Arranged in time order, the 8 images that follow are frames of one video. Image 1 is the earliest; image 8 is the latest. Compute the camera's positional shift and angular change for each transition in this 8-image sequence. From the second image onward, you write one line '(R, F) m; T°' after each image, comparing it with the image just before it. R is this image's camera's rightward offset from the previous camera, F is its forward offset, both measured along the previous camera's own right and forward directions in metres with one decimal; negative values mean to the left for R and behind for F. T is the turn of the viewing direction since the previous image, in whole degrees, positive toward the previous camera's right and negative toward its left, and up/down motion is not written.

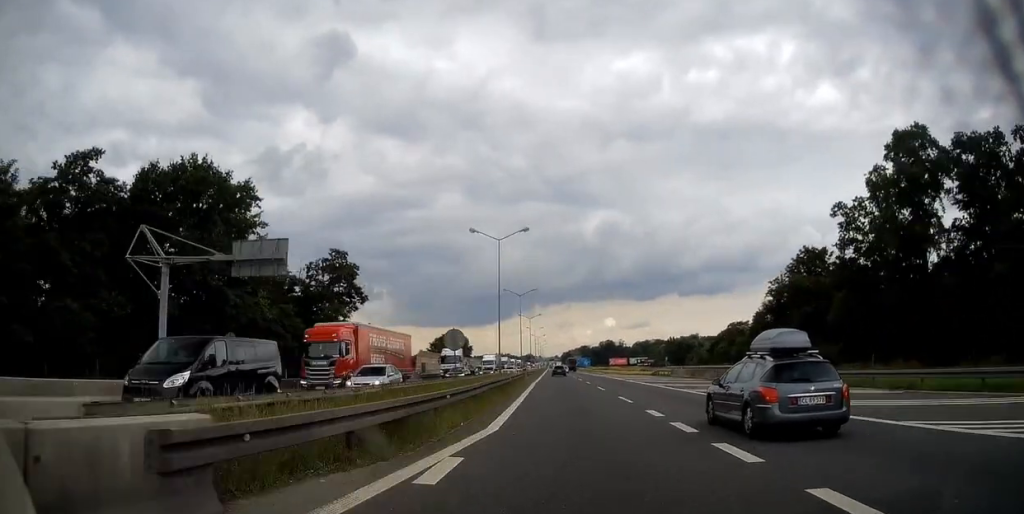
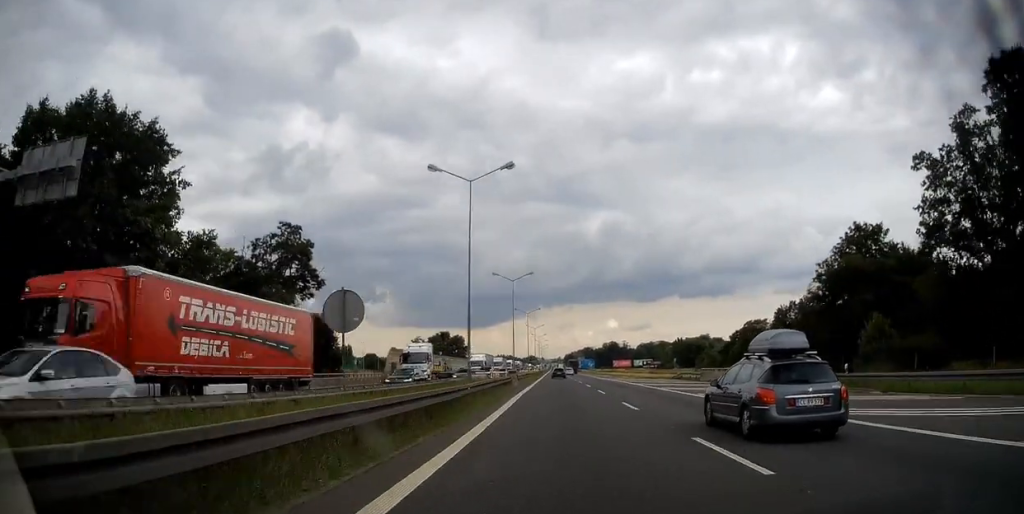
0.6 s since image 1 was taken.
(0.0, +15.3) m; 0°
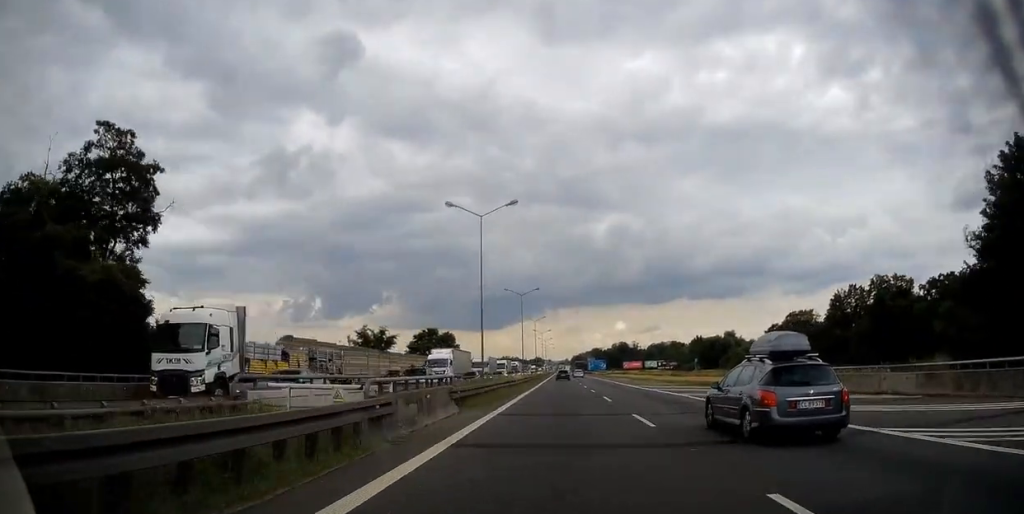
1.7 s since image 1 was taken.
(-0.1, +29.3) m; -1°
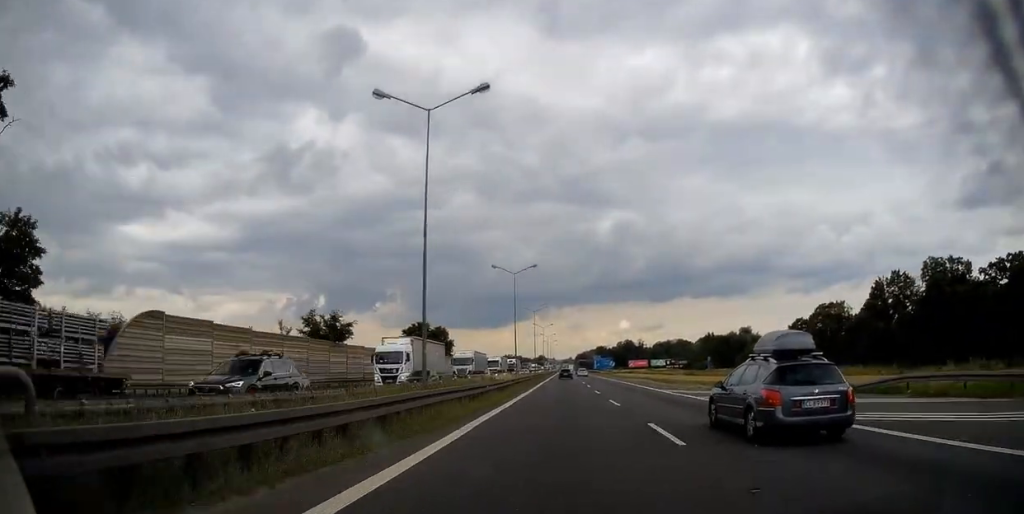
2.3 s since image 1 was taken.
(+0.1, +15.6) m; -1°
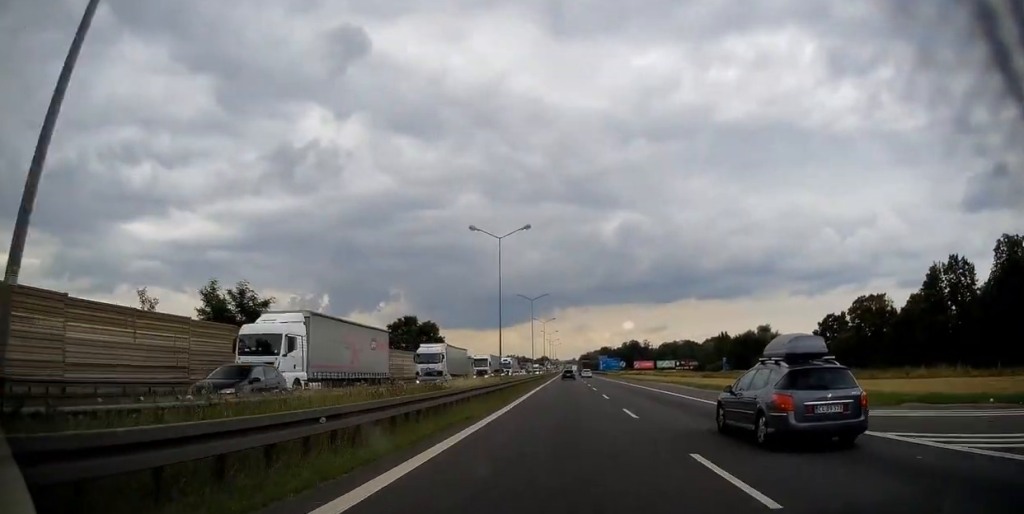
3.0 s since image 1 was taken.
(-0.3, +16.8) m; -1°
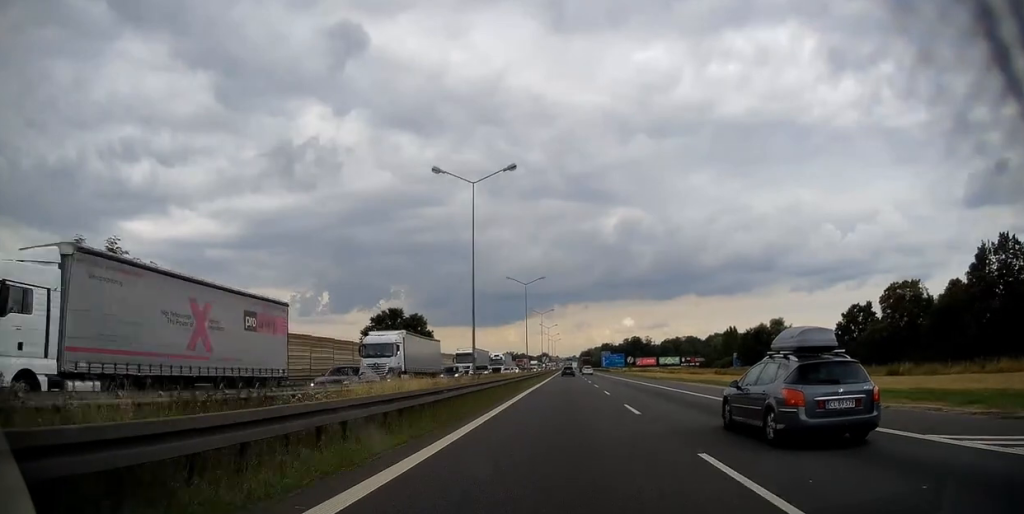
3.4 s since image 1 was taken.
(-0.1, +12.5) m; 0°
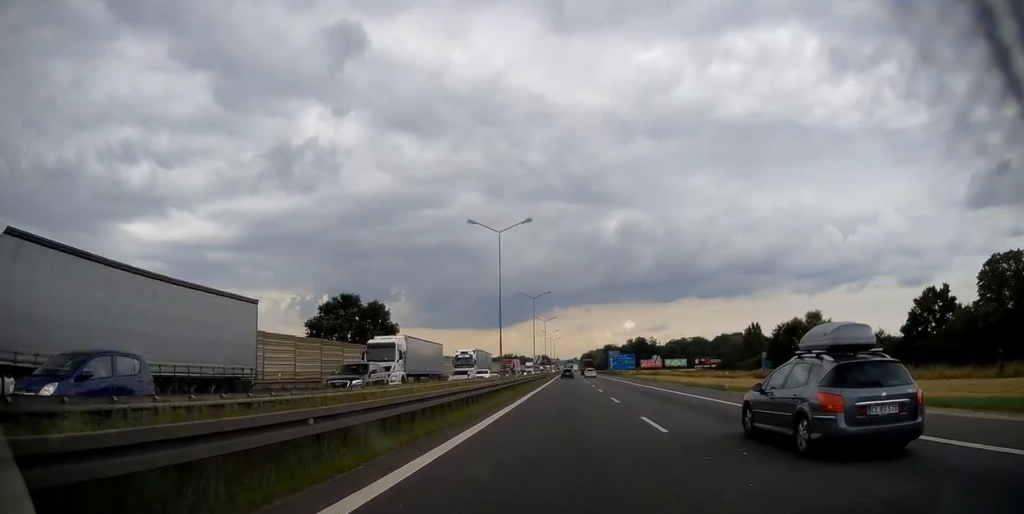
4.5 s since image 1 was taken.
(+0.1, +28.3) m; 0°
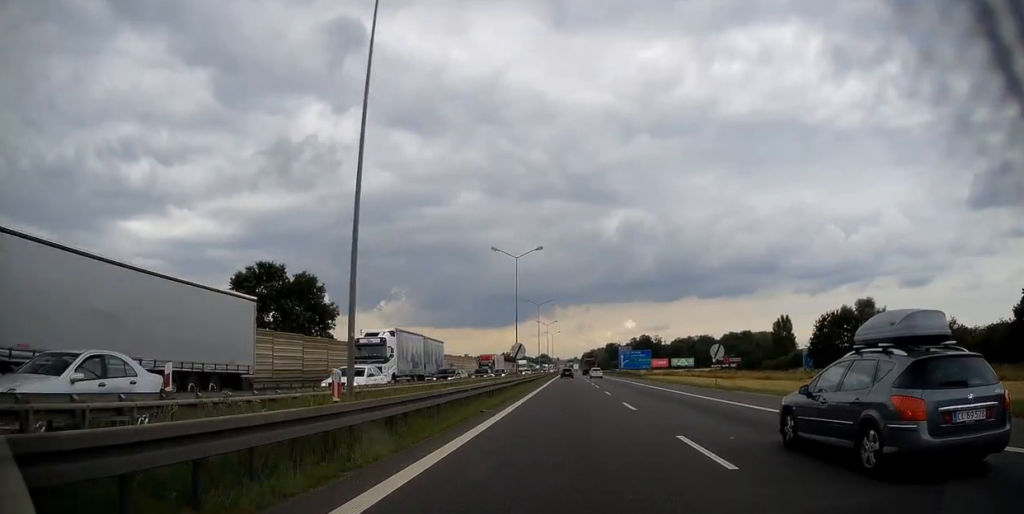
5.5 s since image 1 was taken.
(+0.1, +29.1) m; 0°
